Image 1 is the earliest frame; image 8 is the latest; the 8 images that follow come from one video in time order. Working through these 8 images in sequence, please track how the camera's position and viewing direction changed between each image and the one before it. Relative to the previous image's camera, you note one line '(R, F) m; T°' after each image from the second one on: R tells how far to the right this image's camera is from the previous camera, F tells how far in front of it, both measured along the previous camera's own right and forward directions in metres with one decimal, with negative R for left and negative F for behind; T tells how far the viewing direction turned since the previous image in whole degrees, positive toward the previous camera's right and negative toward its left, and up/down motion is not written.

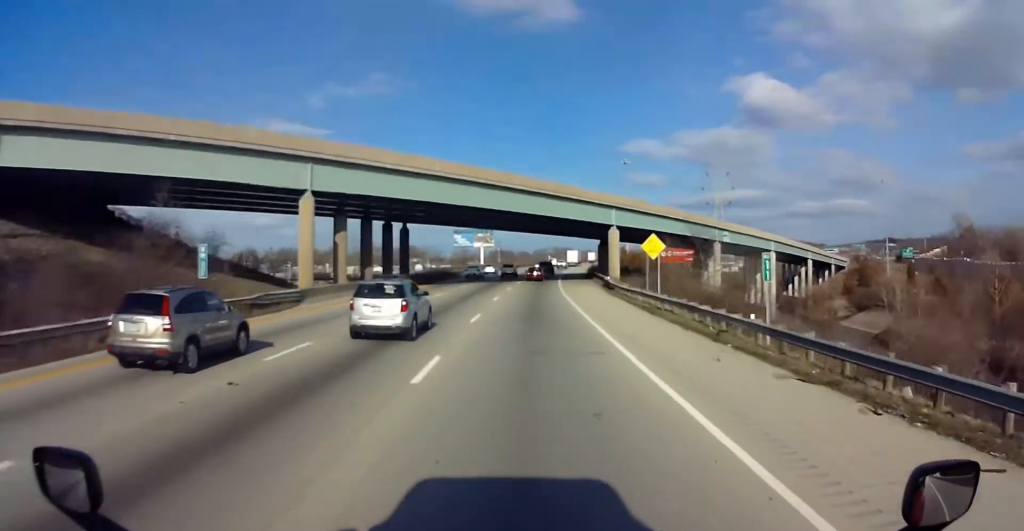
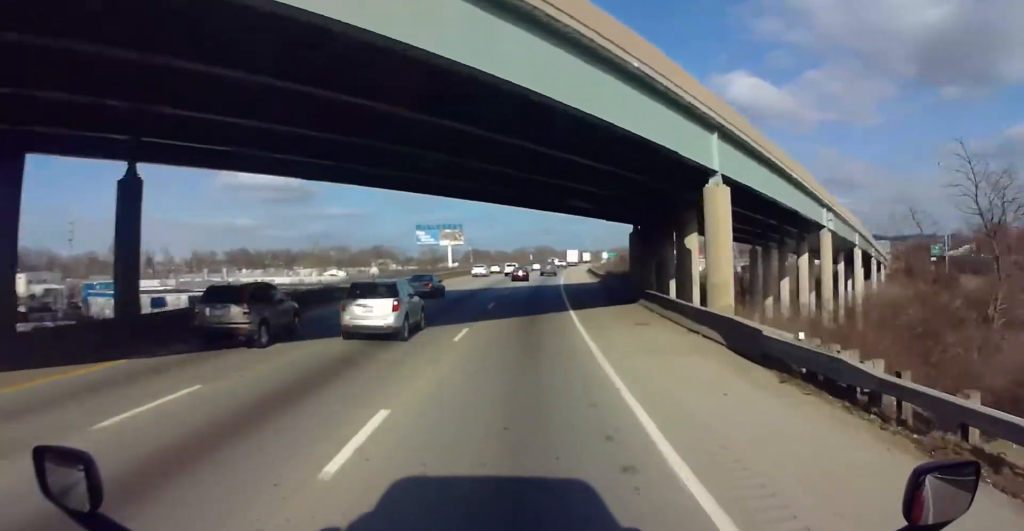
(+0.1, +42.4) m; 0°
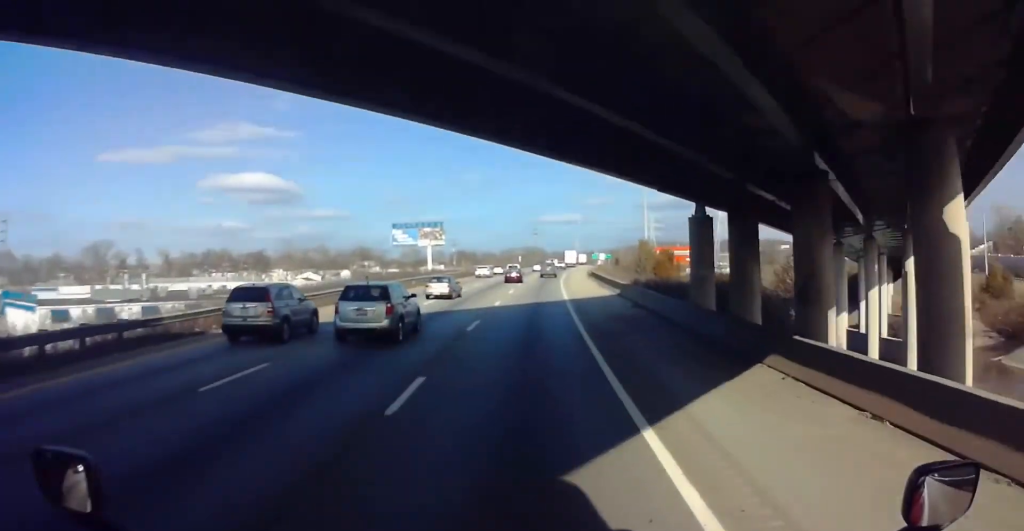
(+0.1, +21.1) m; +1°
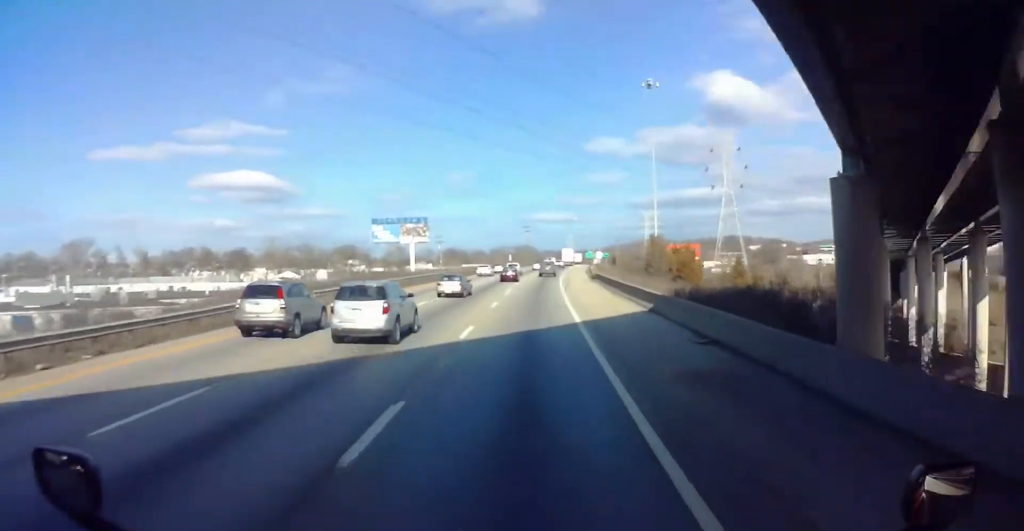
(+0.1, +14.7) m; +1°
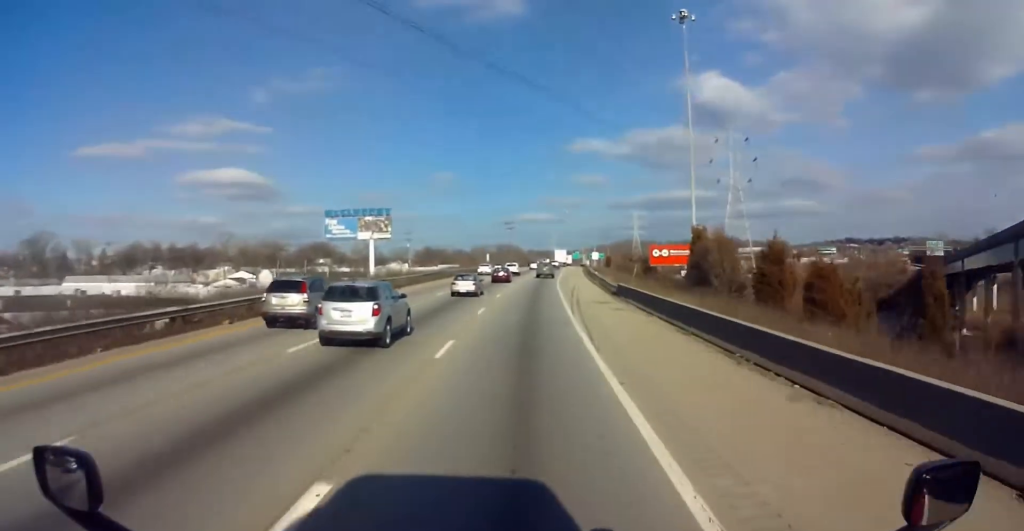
(+0.5, +28.5) m; +1°
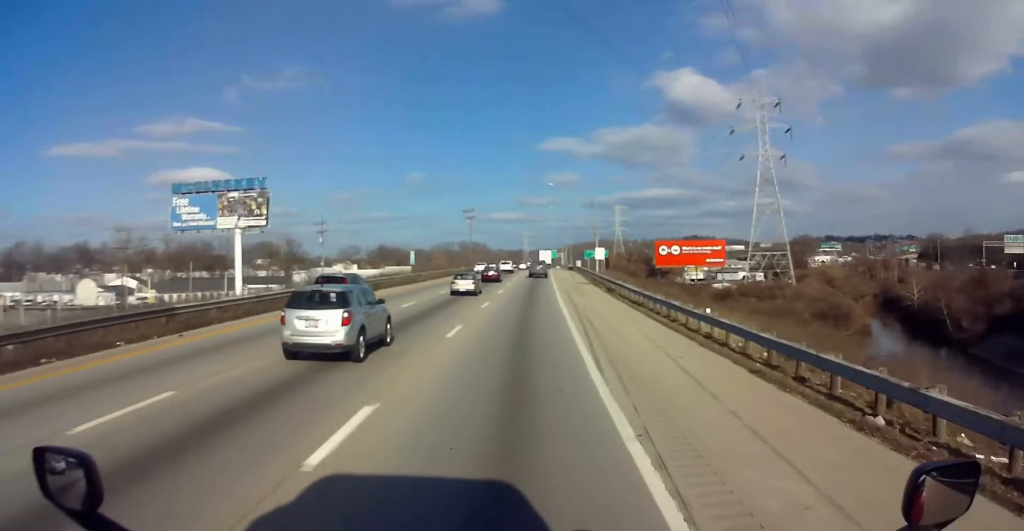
(0.0, +56.9) m; +2°
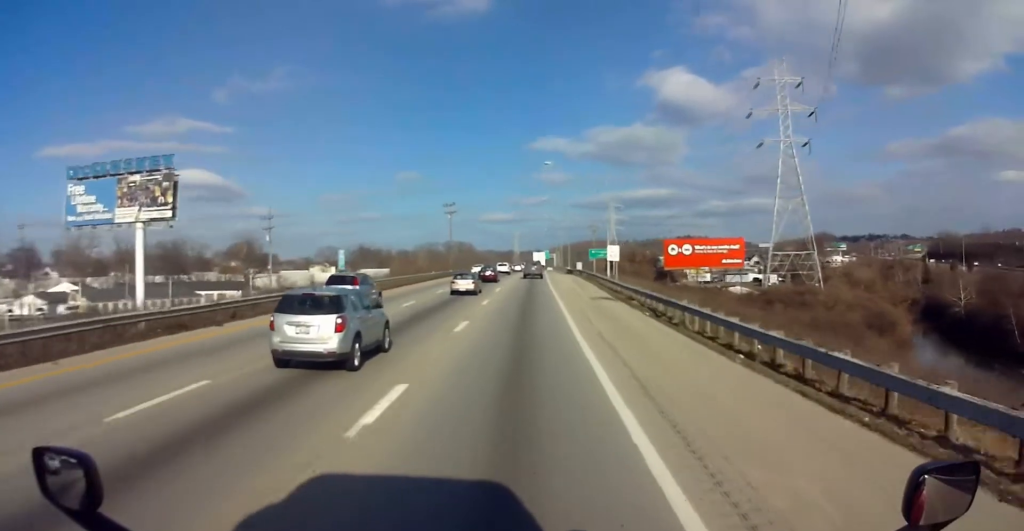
(+0.4, +22.8) m; +2°
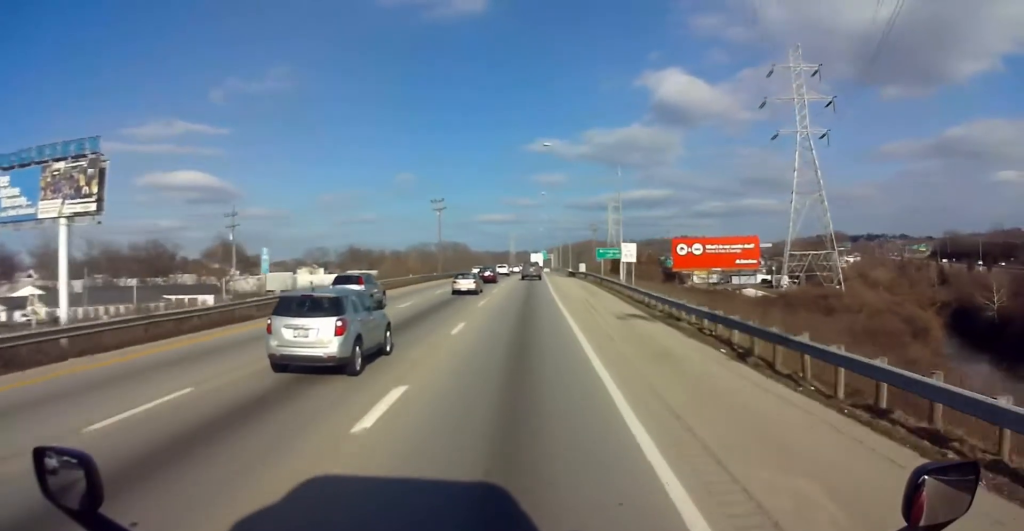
(+0.2, +12.7) m; 0°
